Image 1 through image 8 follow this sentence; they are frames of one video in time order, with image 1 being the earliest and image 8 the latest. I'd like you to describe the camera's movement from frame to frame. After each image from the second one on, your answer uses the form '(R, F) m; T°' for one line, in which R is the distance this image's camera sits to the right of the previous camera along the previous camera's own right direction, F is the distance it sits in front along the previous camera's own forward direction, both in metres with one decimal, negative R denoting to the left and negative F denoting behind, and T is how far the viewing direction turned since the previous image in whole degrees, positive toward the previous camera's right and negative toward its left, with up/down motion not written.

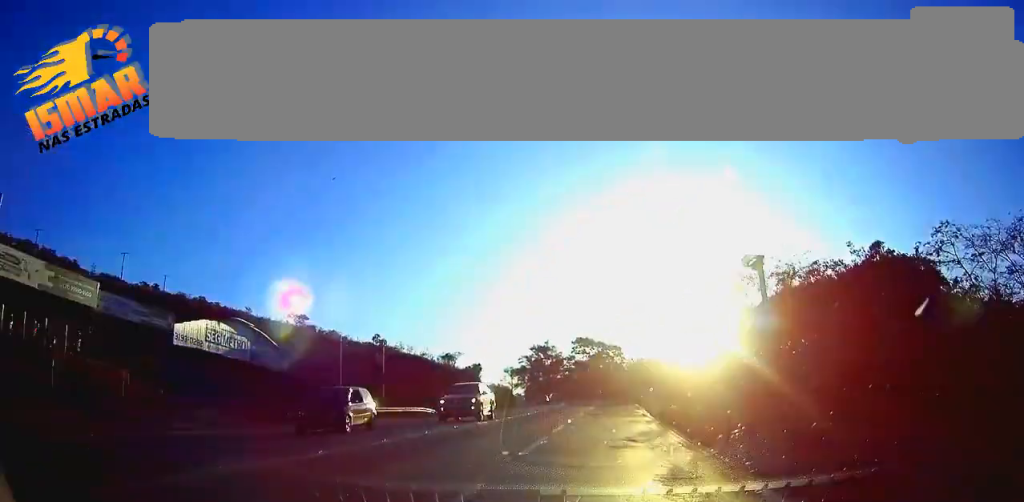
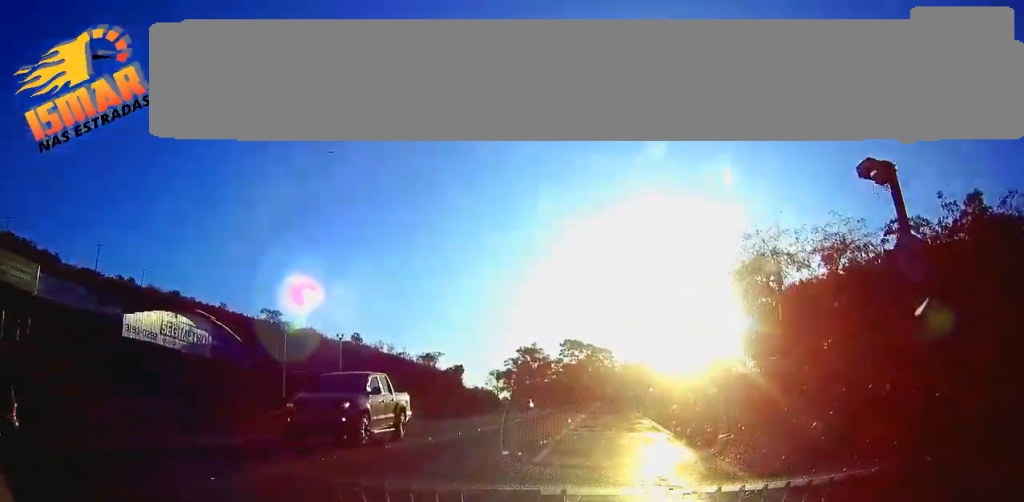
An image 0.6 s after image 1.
(0.0, +8.1) m; 0°
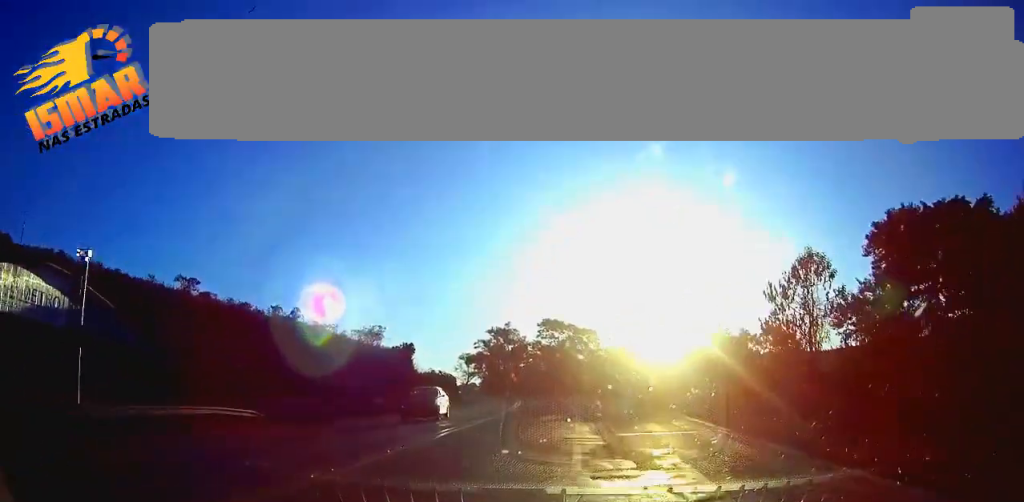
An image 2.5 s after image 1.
(0.0, +25.9) m; 0°
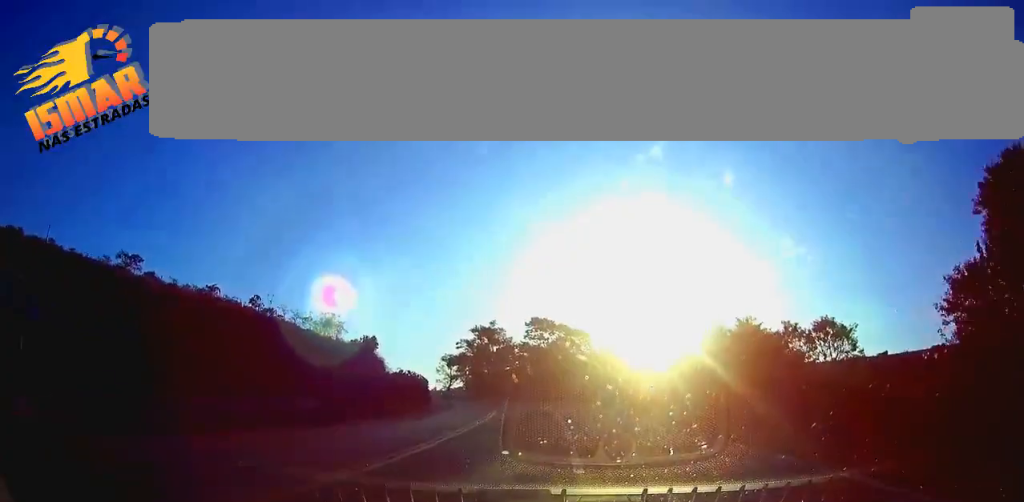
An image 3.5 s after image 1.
(0.0, +15.3) m; 0°
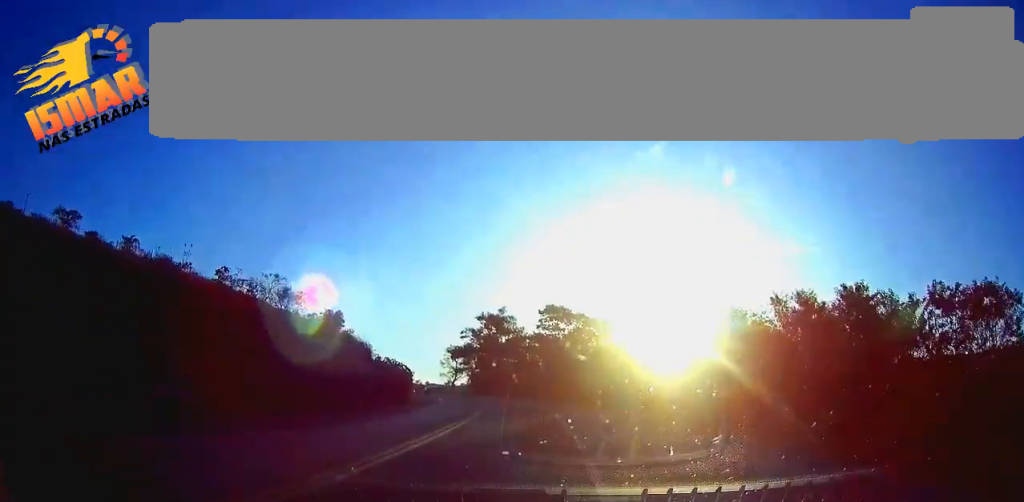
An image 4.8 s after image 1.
(-0.1, +19.1) m; -1°
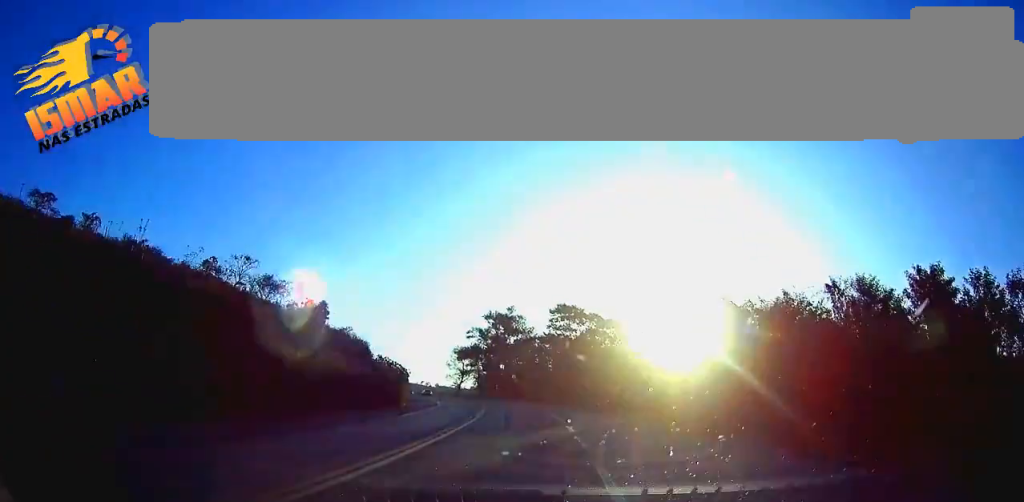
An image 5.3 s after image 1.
(-0.1, +7.5) m; 0°
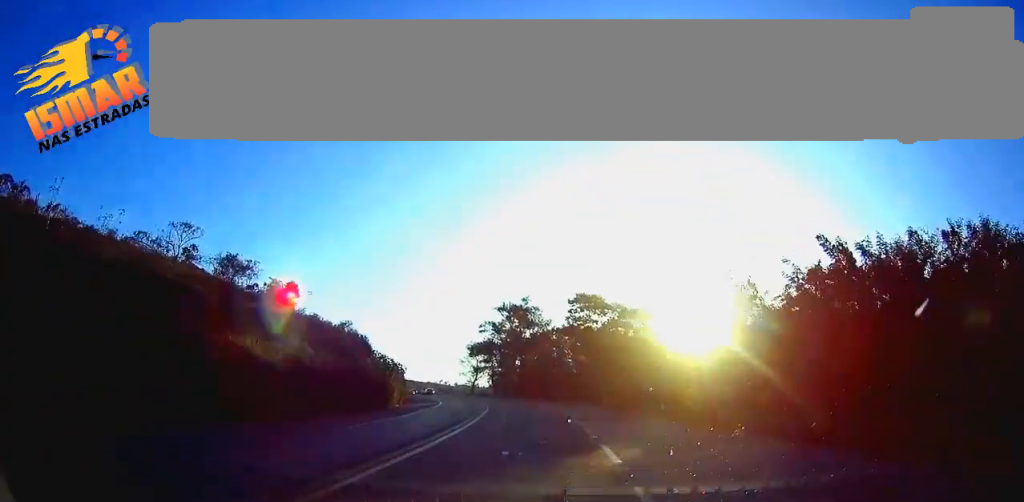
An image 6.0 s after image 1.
(-0.1, +10.8) m; -1°
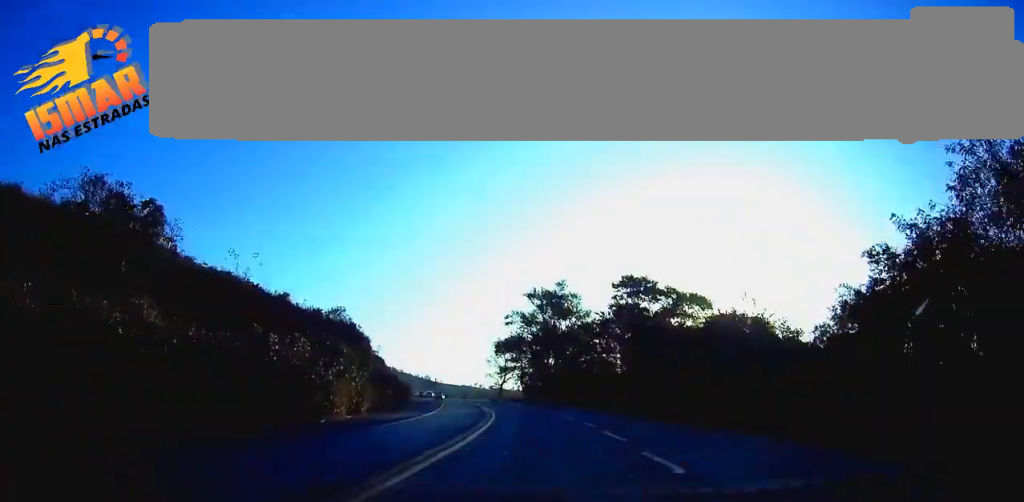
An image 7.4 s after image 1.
(-0.5, +22.1) m; -3°
